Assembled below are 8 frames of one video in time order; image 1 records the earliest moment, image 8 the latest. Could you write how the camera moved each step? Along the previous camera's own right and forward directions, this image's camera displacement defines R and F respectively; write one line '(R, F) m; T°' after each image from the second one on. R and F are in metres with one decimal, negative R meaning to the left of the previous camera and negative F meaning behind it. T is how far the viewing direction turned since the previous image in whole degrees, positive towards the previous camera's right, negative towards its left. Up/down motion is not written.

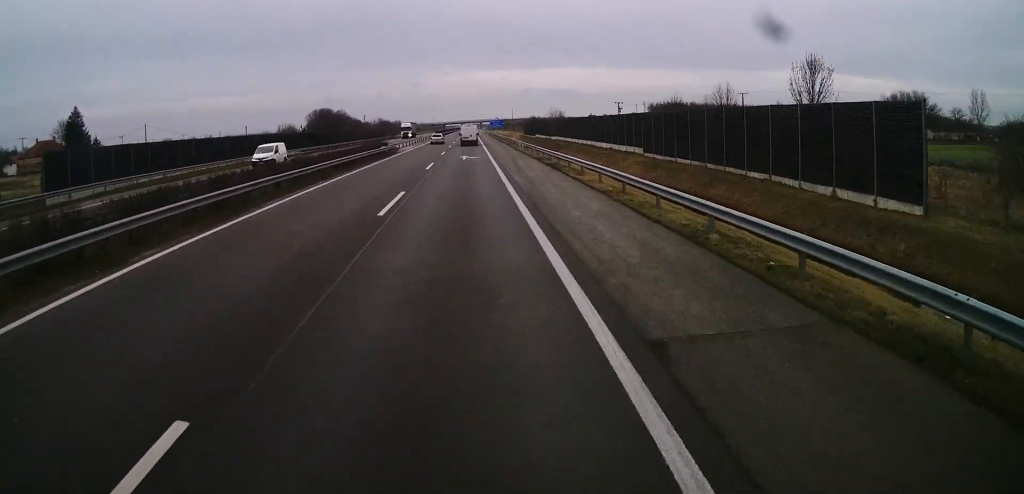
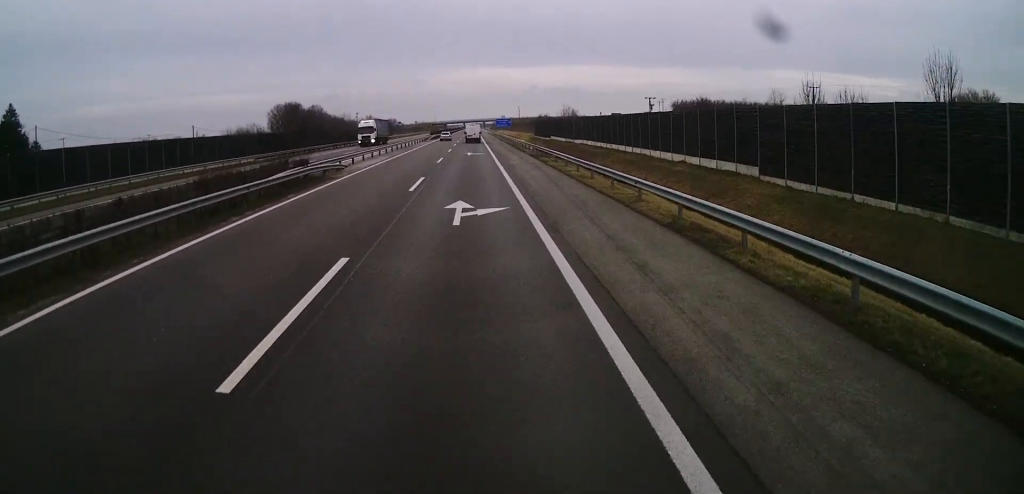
(0.0, +29.4) m; -1°
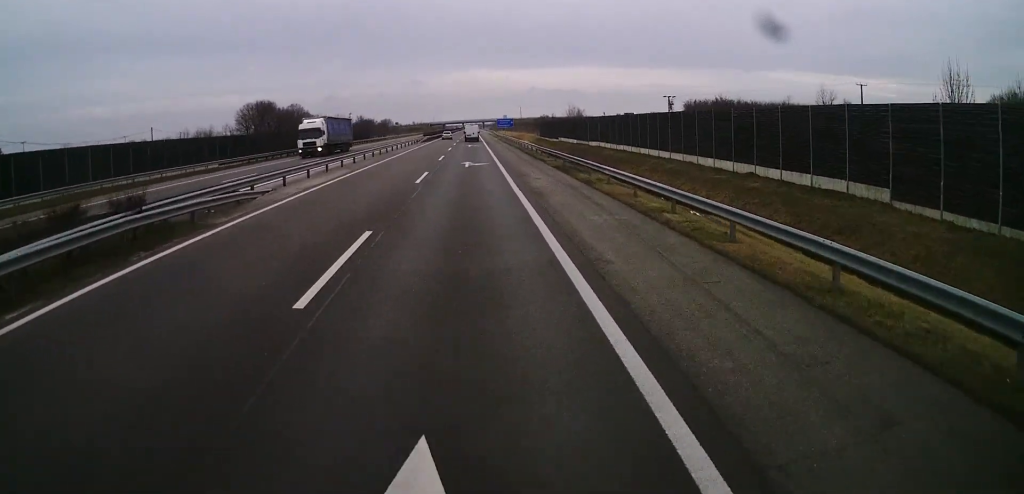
(-0.3, +15.3) m; 0°
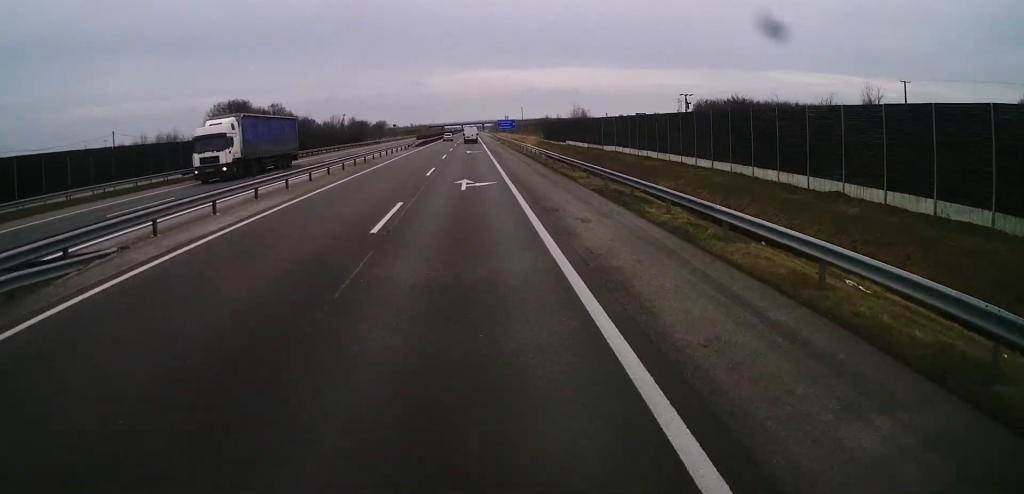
(-0.1, +11.5) m; 0°
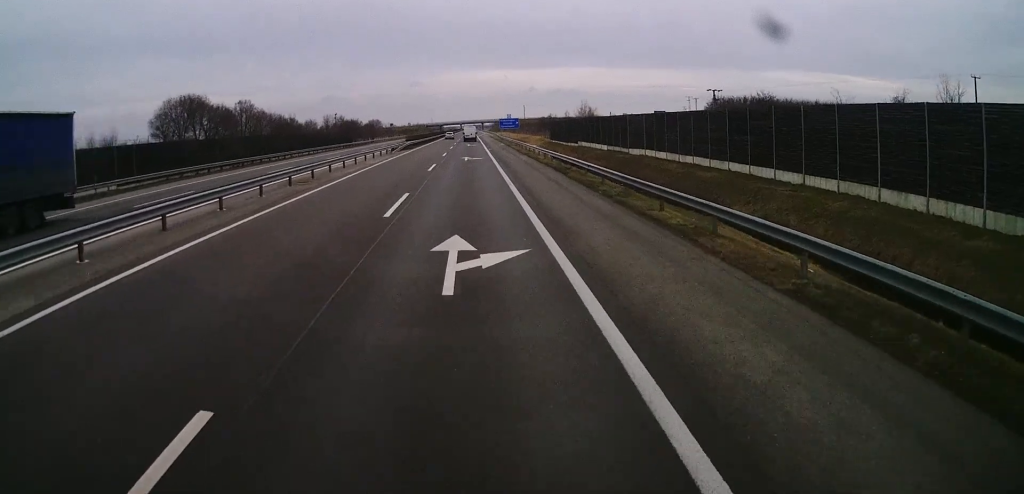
(+0.4, +15.4) m; 0°
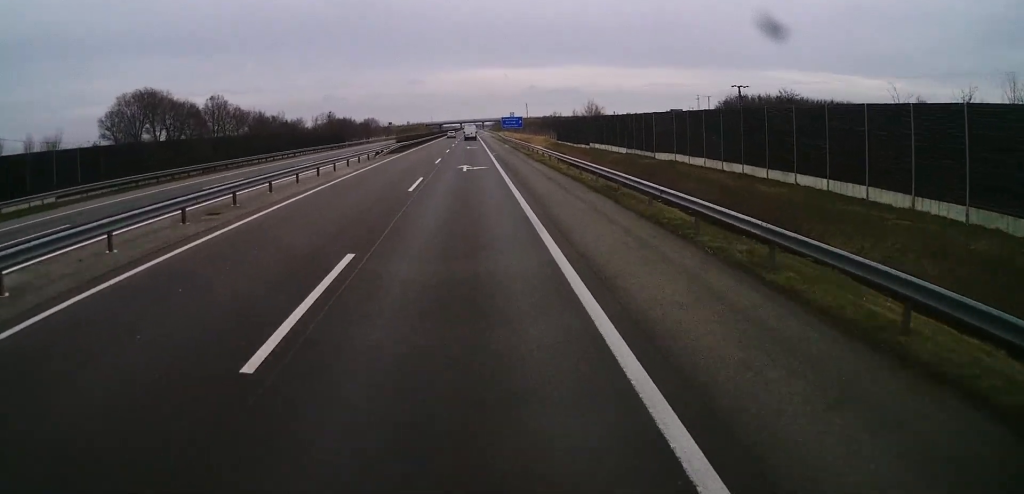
(-0.1, +10.7) m; 0°
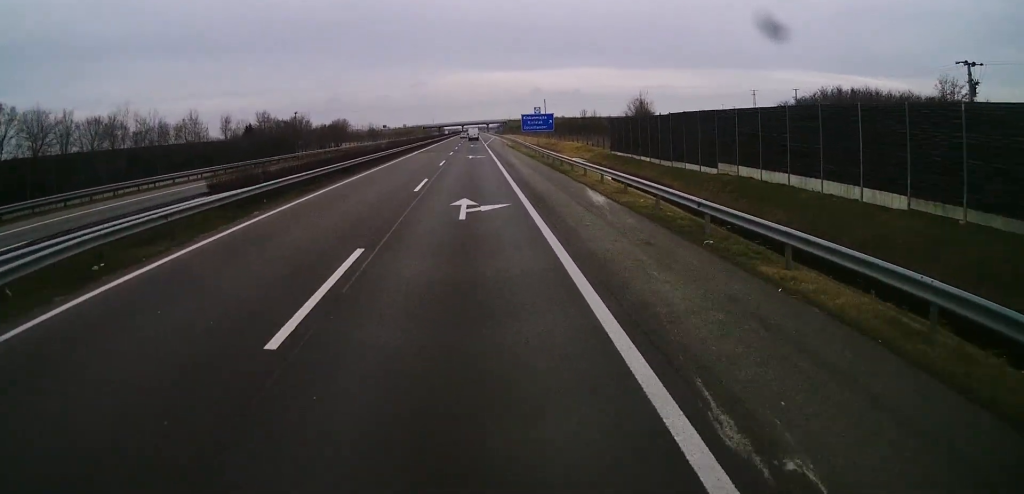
(+0.3, +52.2) m; +1°
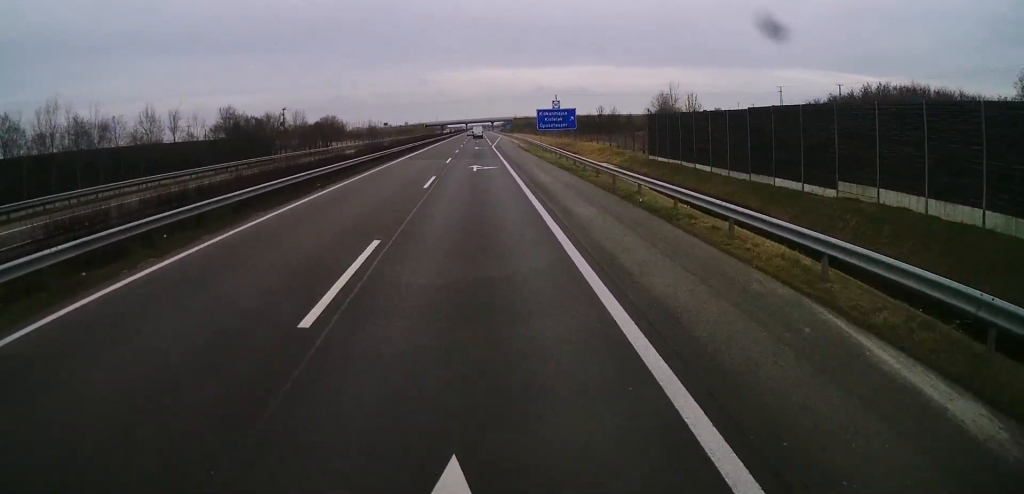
(-0.1, +16.9) m; 0°
